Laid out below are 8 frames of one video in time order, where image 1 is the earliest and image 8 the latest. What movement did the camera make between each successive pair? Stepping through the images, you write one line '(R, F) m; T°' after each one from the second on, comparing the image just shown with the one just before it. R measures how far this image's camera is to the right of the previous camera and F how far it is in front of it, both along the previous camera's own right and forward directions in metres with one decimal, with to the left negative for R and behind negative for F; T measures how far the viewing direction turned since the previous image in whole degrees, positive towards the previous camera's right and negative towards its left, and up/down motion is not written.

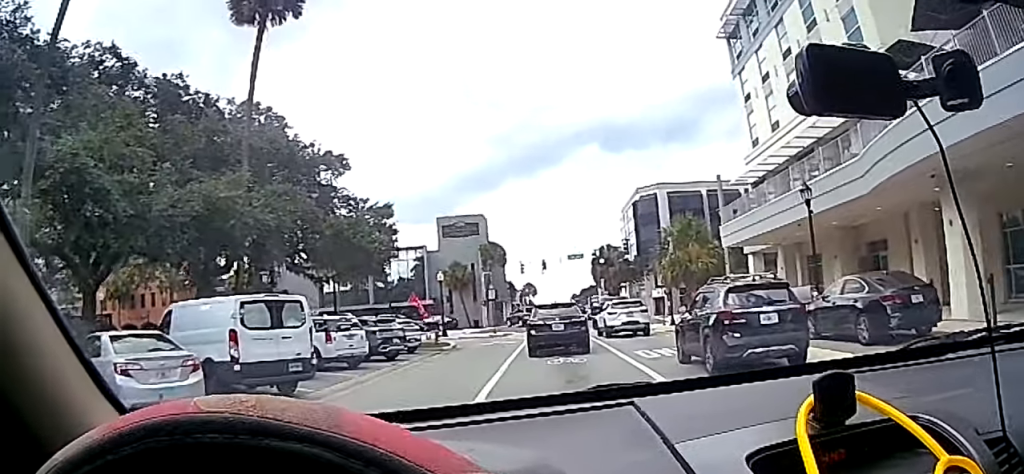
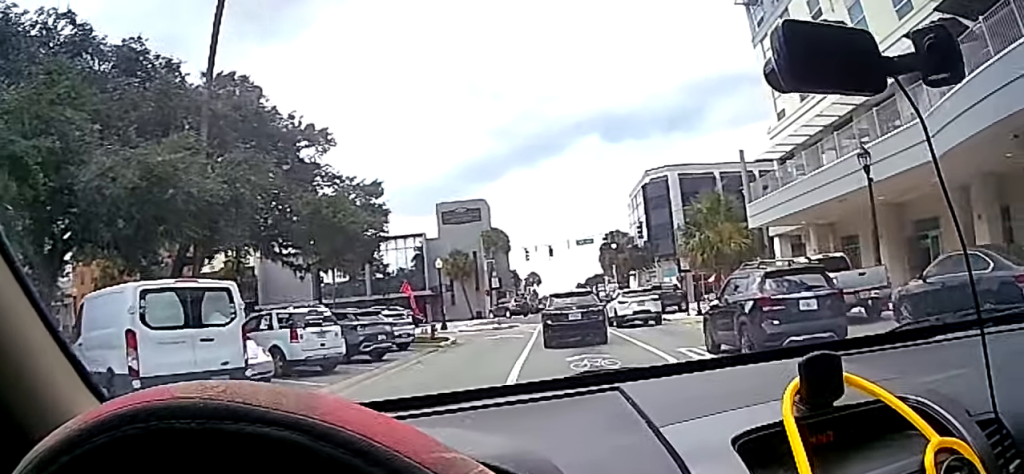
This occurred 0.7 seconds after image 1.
(+0.3, +3.2) m; +2°
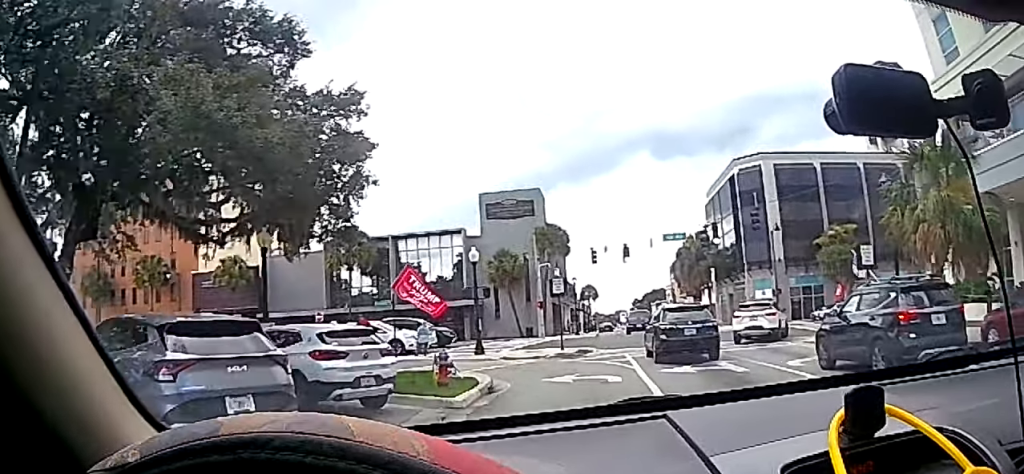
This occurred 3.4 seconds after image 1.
(-0.8, +12.0) m; -8°
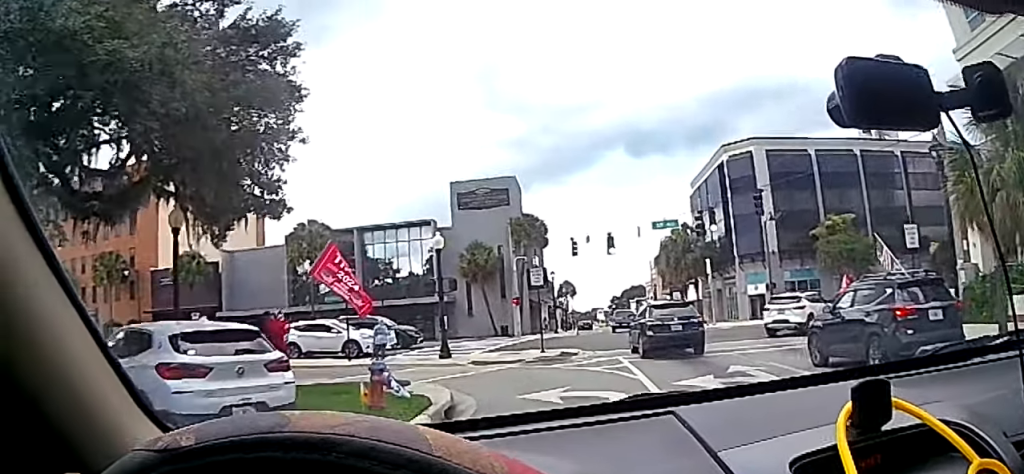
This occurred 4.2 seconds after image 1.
(-0.1, +4.2) m; -4°
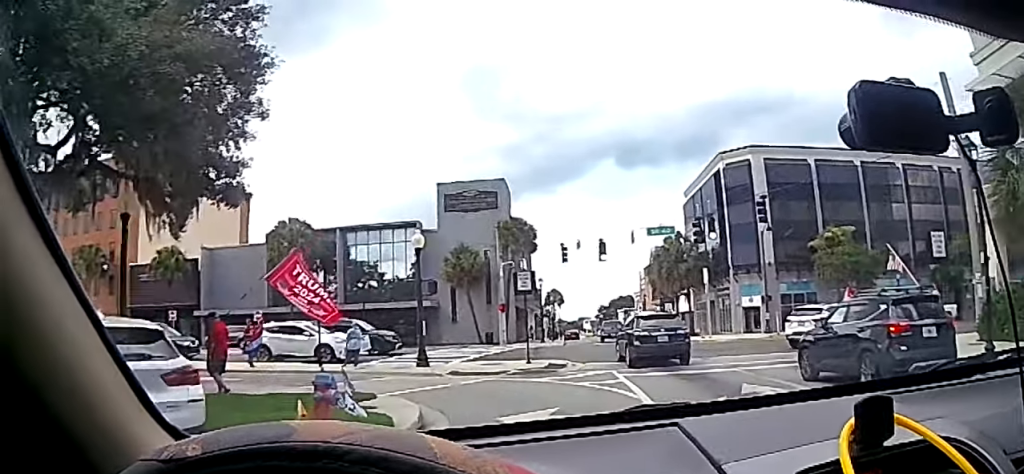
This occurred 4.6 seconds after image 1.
(+0.1, +2.0) m; -3°
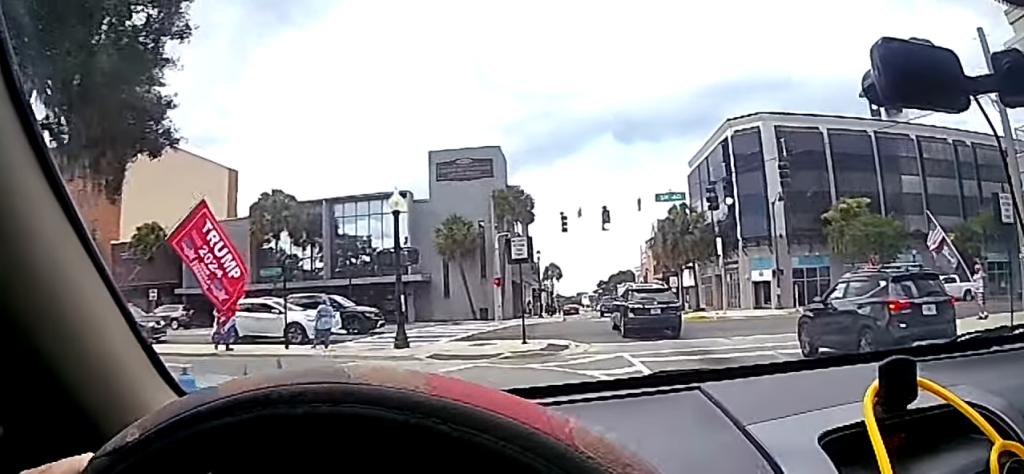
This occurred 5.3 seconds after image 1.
(-0.2, +3.2) m; -6°
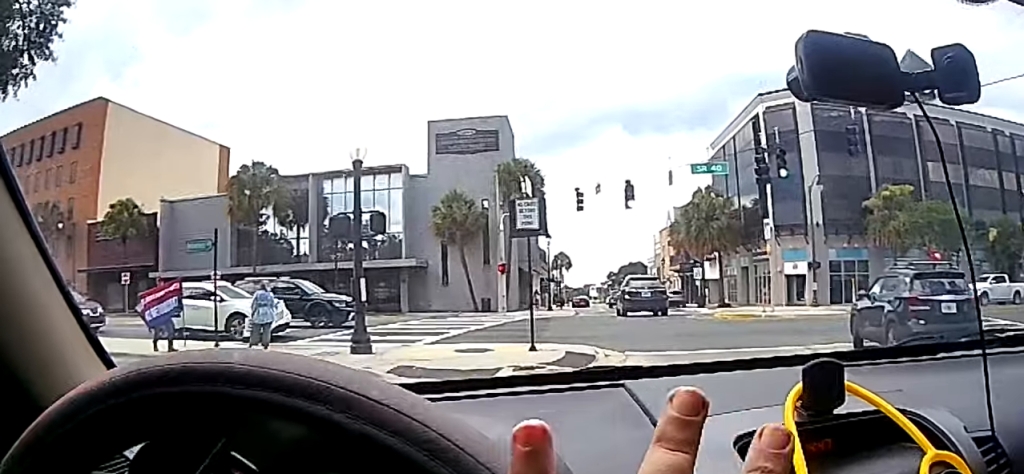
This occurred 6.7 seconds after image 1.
(-0.4, +5.8) m; 0°
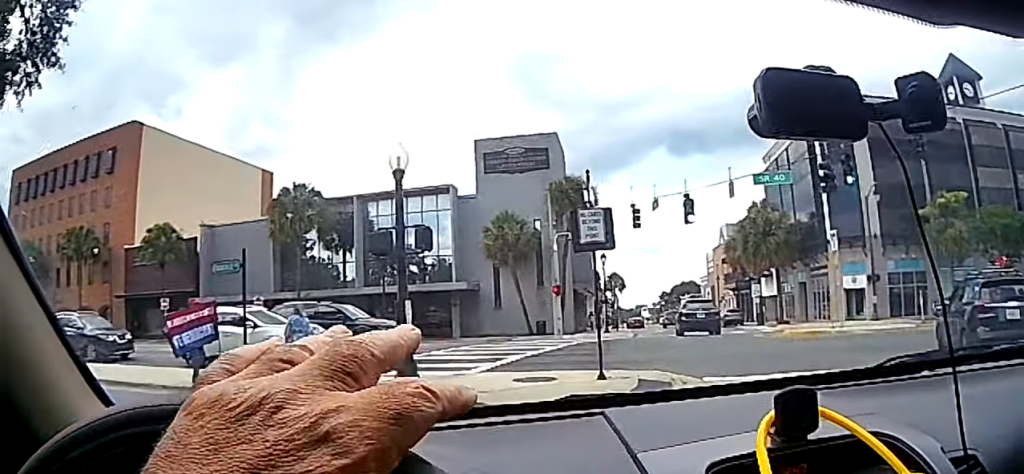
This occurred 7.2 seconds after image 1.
(+0.1, +1.5) m; +3°
